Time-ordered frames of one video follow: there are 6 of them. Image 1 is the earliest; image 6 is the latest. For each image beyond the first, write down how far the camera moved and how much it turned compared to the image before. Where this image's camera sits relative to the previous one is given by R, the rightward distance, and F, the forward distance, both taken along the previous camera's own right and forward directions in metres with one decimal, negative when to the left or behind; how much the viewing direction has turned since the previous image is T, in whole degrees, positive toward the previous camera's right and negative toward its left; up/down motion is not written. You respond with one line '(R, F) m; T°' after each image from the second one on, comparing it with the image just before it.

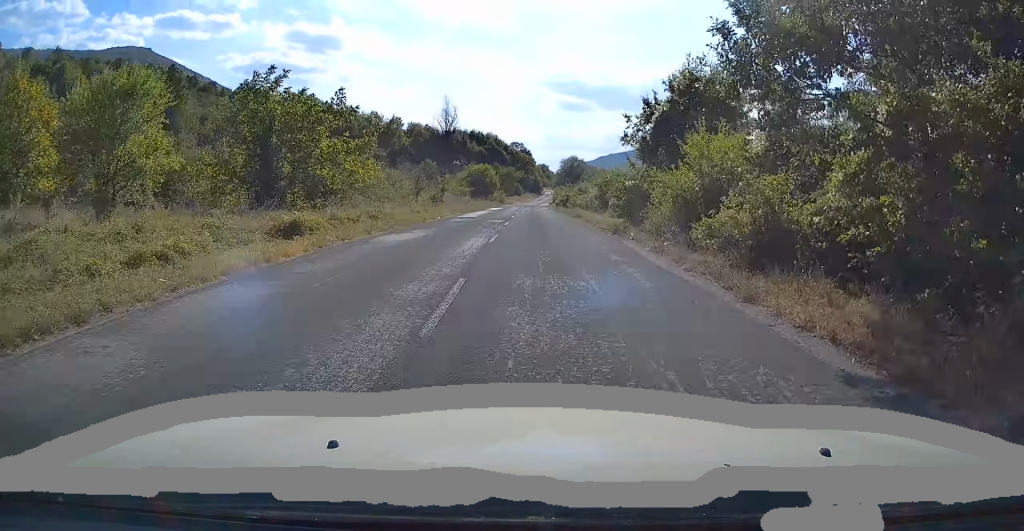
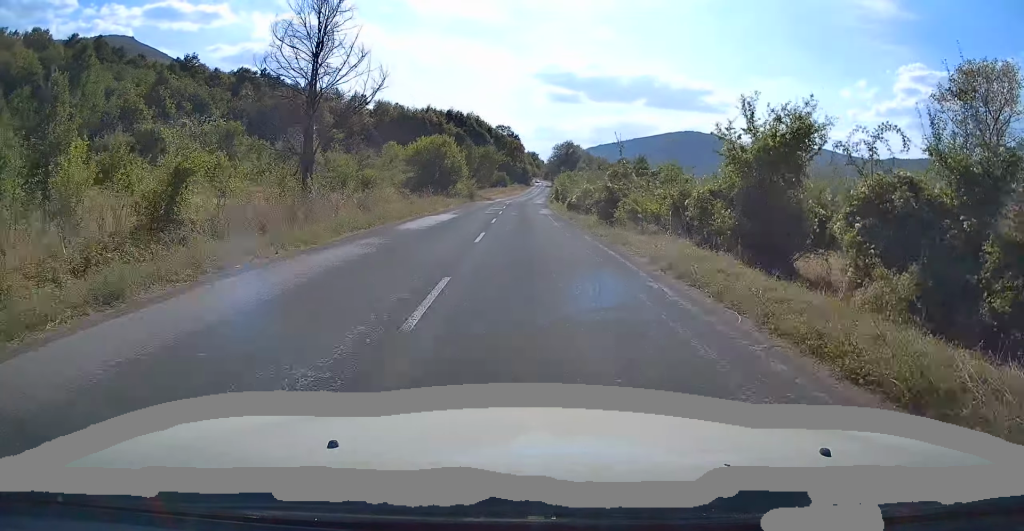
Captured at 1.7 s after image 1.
(+0.1, +35.8) m; 0°
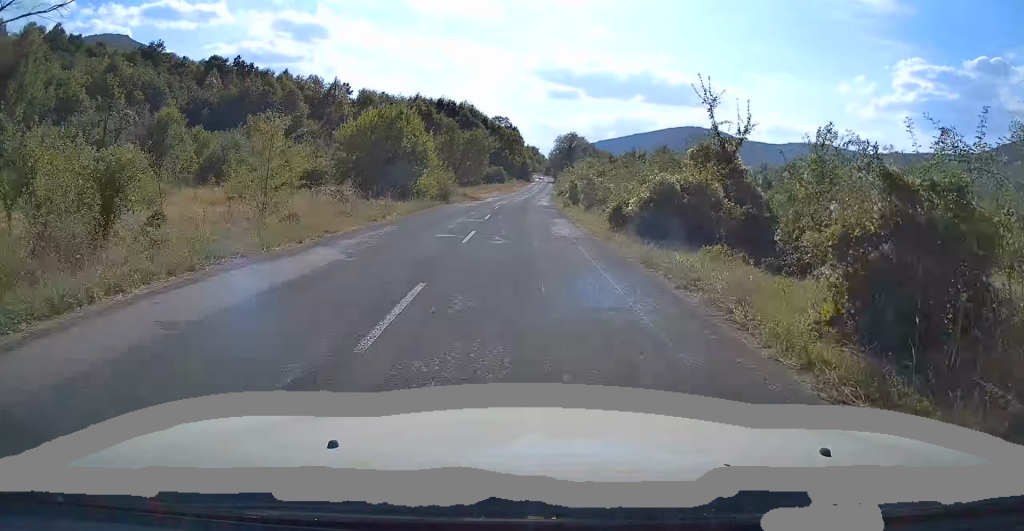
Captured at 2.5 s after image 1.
(0.0, +18.9) m; 0°
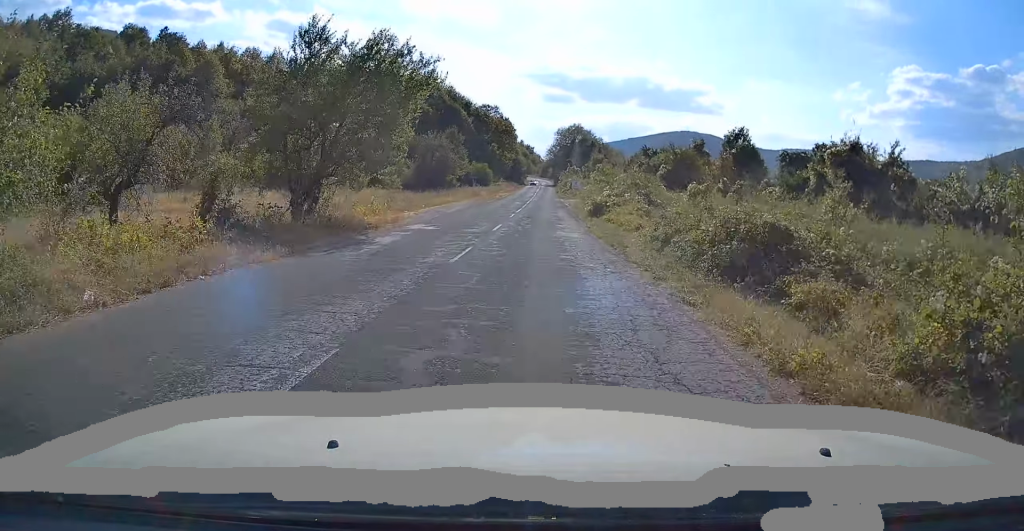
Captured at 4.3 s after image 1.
(+0.1, +39.1) m; 0°
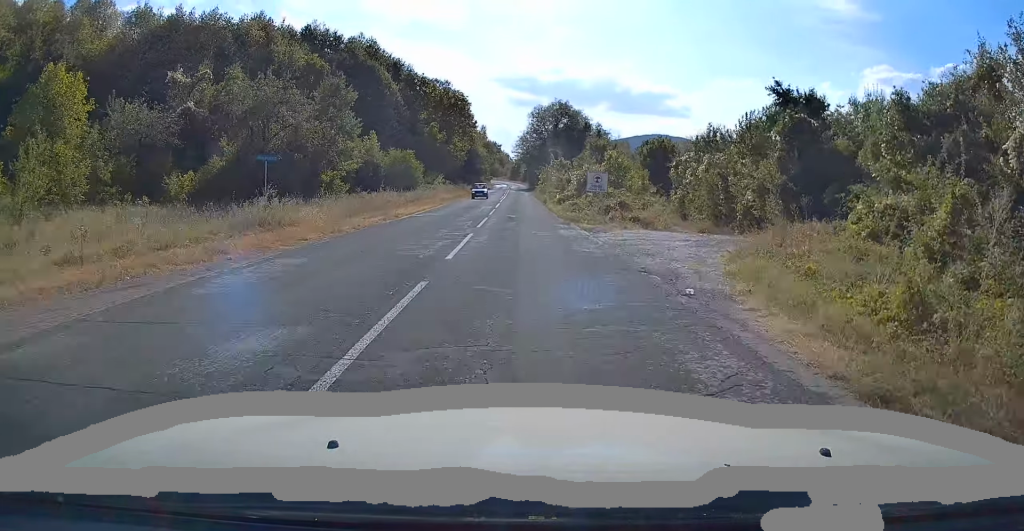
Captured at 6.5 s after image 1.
(+1.2, +50.0) m; +2°
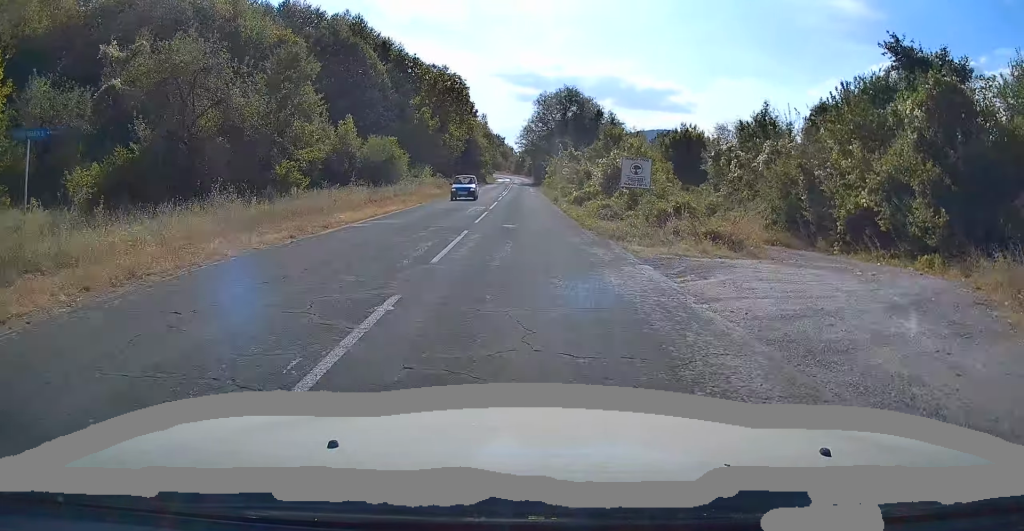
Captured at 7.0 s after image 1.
(-0.2, +10.4) m; 0°
